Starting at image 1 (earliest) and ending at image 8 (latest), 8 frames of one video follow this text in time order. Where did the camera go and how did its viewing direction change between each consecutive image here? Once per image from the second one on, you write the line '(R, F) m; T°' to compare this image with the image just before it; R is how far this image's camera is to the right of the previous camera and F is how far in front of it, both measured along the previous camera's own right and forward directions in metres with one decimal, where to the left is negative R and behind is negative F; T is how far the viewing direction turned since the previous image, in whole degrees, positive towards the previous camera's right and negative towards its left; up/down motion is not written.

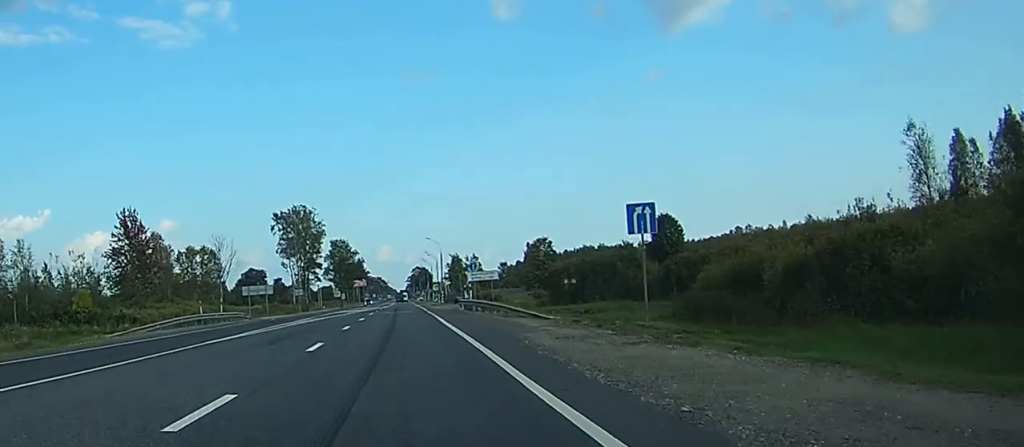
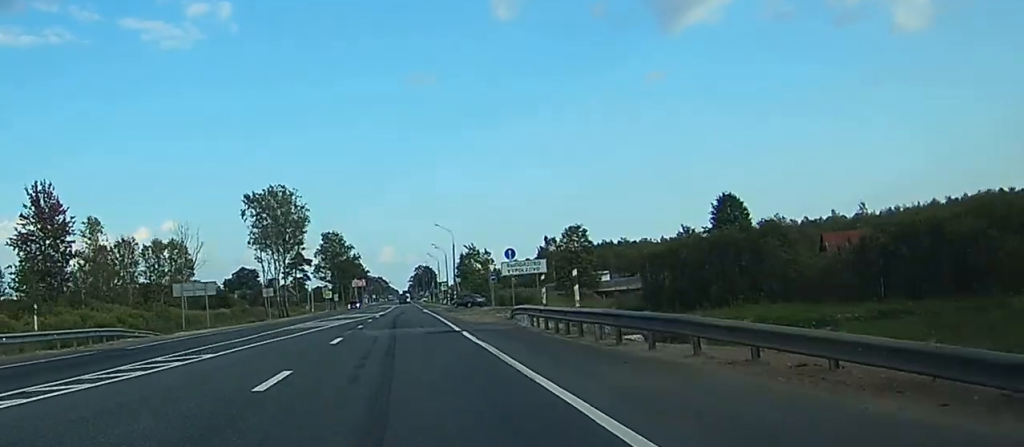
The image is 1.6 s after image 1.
(+0.1, +32.2) m; 0°
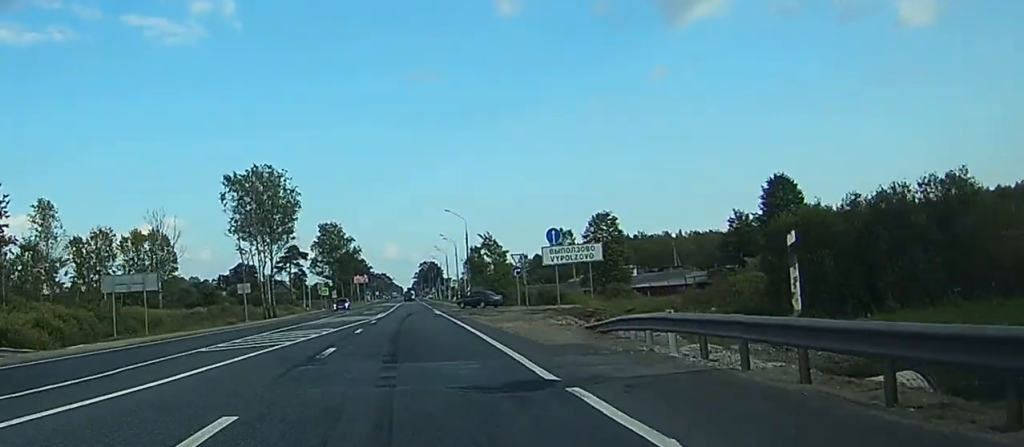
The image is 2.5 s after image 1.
(+0.1, +17.9) m; 0°
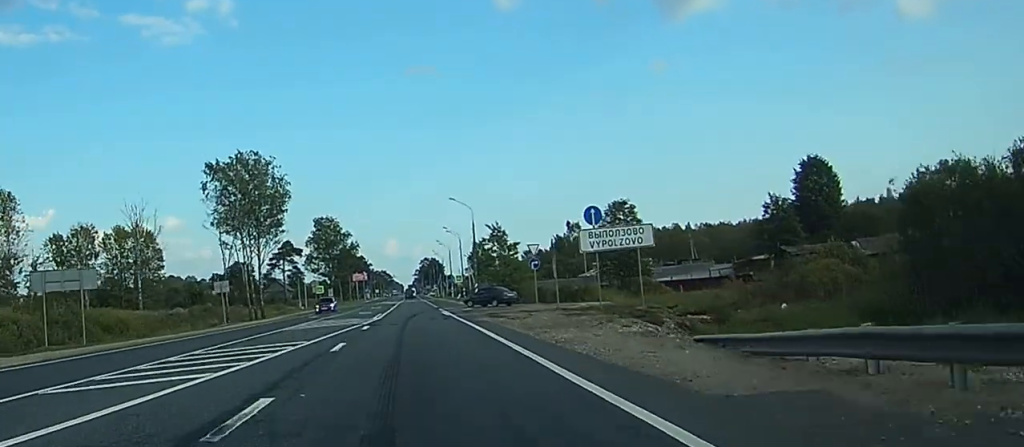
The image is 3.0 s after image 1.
(0.0, +10.5) m; 0°
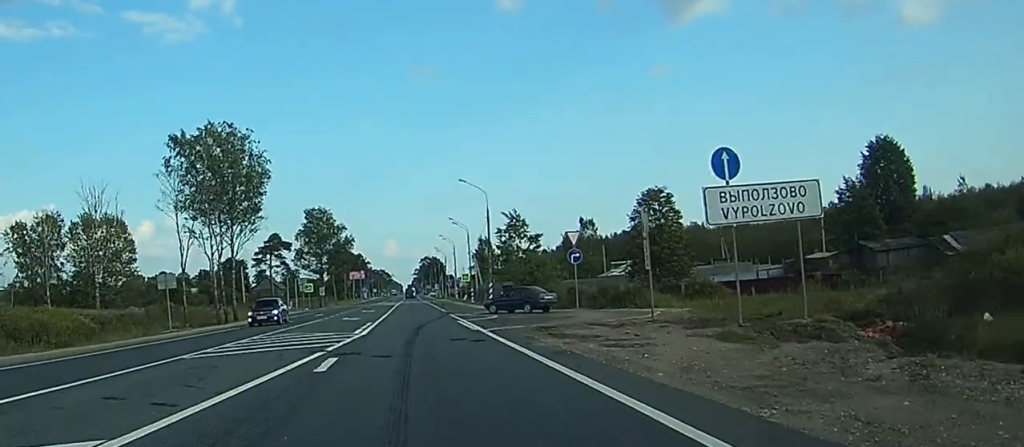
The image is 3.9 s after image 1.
(-0.1, +16.8) m; 0°
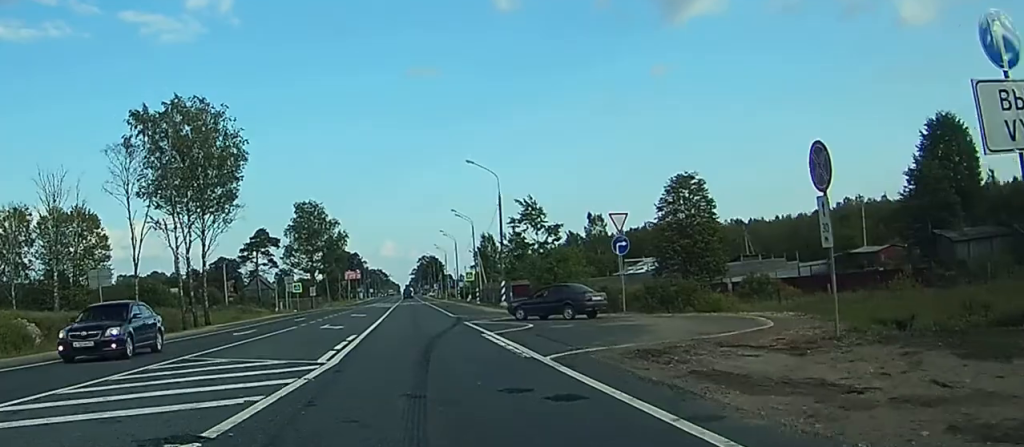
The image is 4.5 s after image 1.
(0.0, +12.2) m; 0°
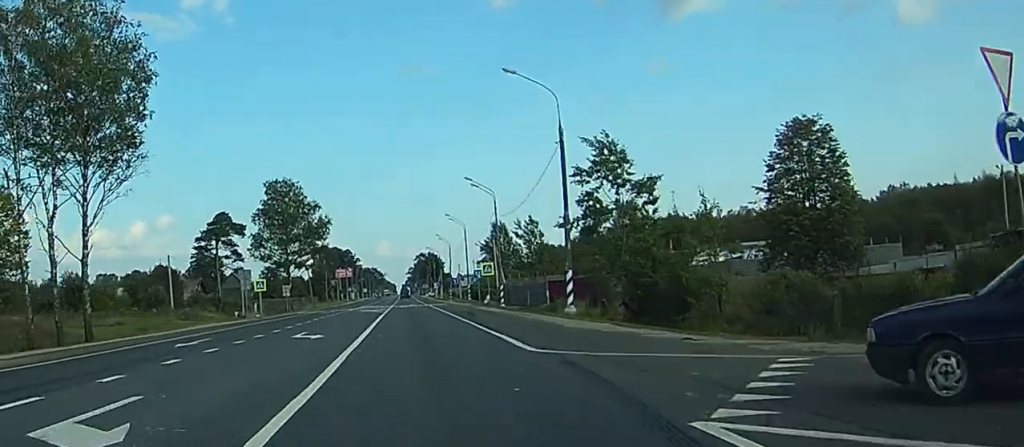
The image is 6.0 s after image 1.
(0.0, +29.3) m; 0°
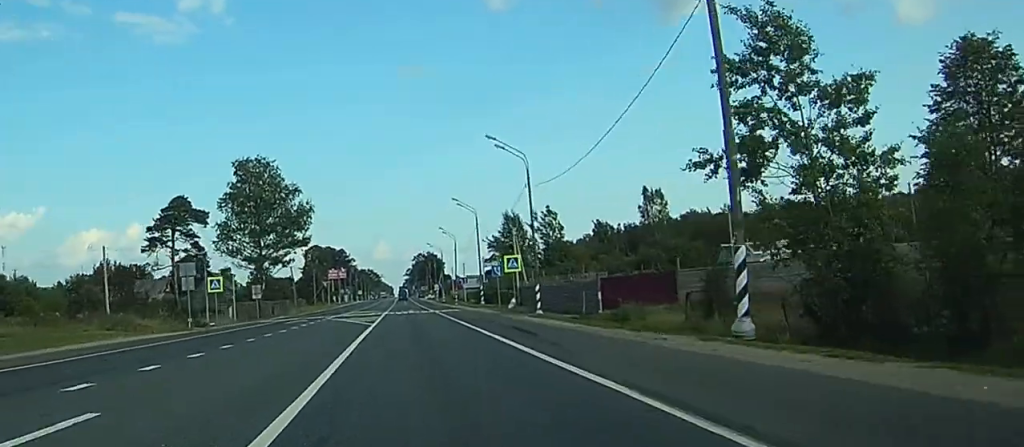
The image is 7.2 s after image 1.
(+0.1, +21.5) m; 0°
